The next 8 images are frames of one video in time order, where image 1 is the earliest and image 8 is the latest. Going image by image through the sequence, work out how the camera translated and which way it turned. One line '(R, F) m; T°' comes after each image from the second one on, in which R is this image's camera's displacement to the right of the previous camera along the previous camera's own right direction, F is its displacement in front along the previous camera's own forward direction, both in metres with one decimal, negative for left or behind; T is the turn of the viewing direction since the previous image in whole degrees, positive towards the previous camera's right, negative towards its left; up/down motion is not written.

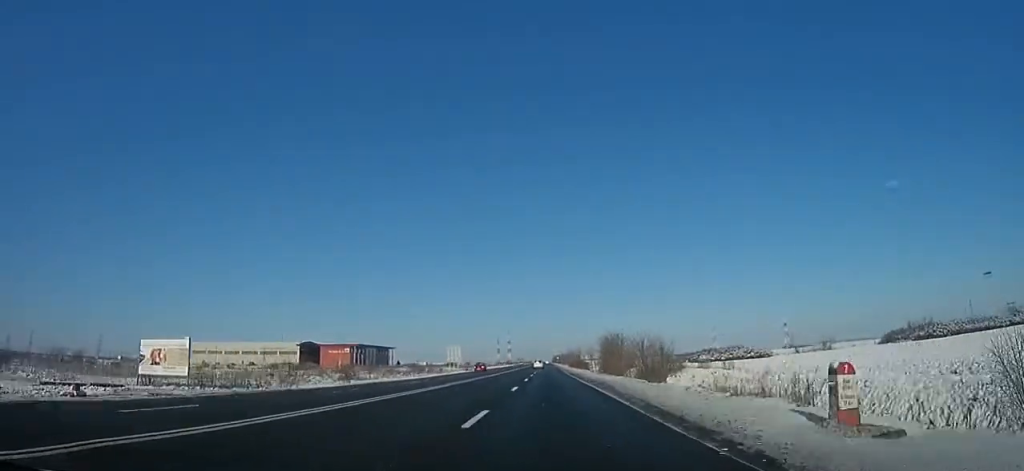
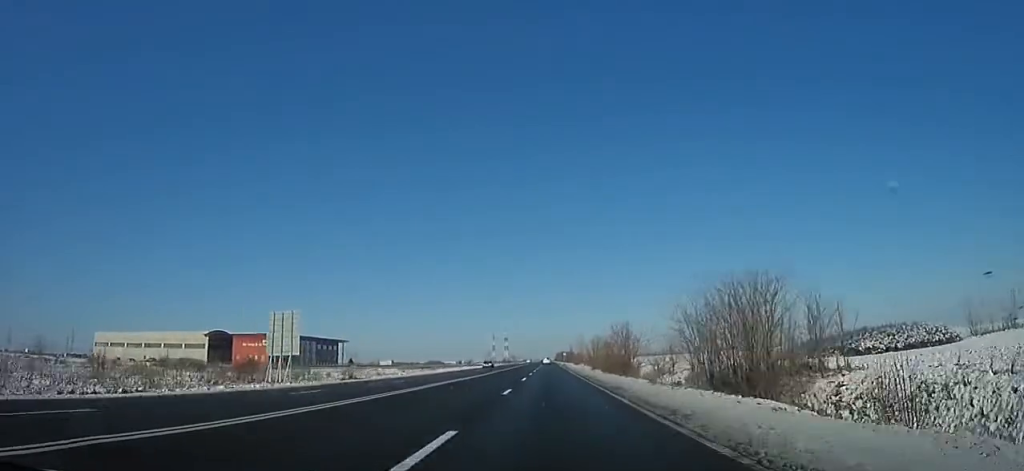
(+0.3, +64.7) m; 0°
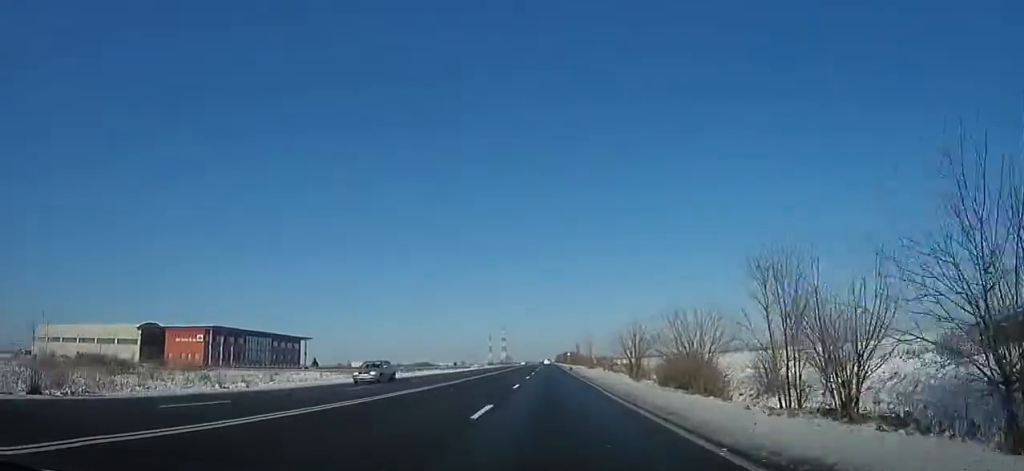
(0.0, +31.1) m; 0°
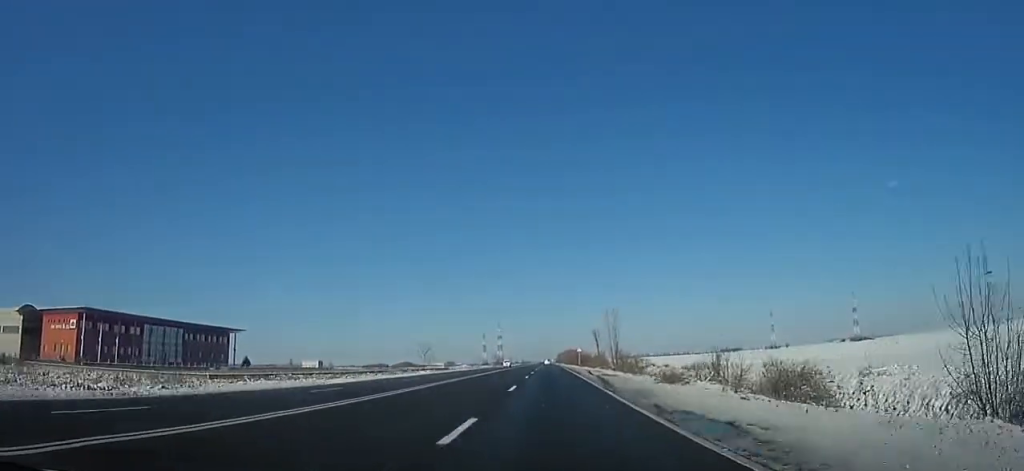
(-0.2, +40.1) m; 0°
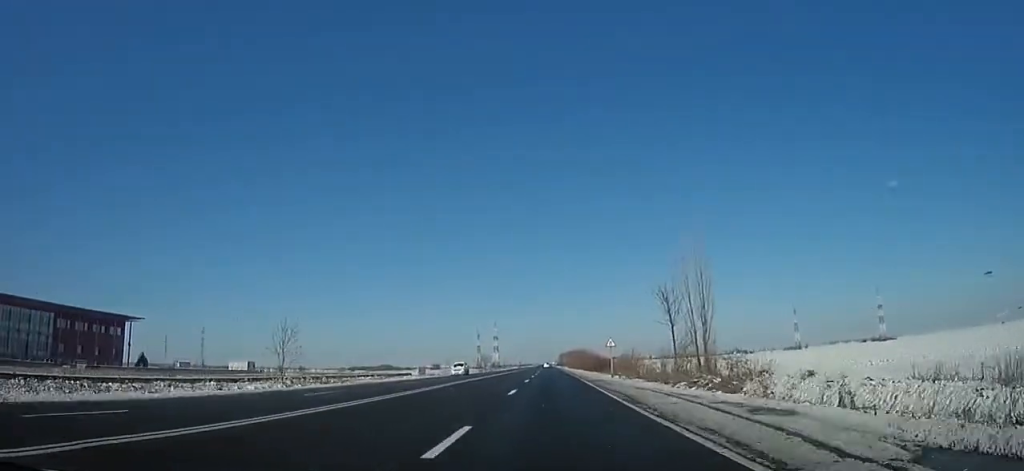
(0.0, +37.7) m; 0°
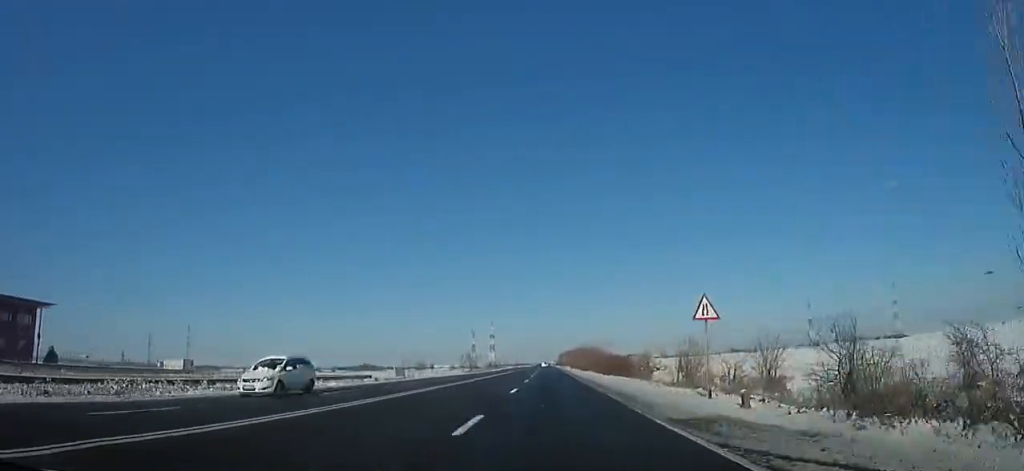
(0.0, +22.4) m; +1°
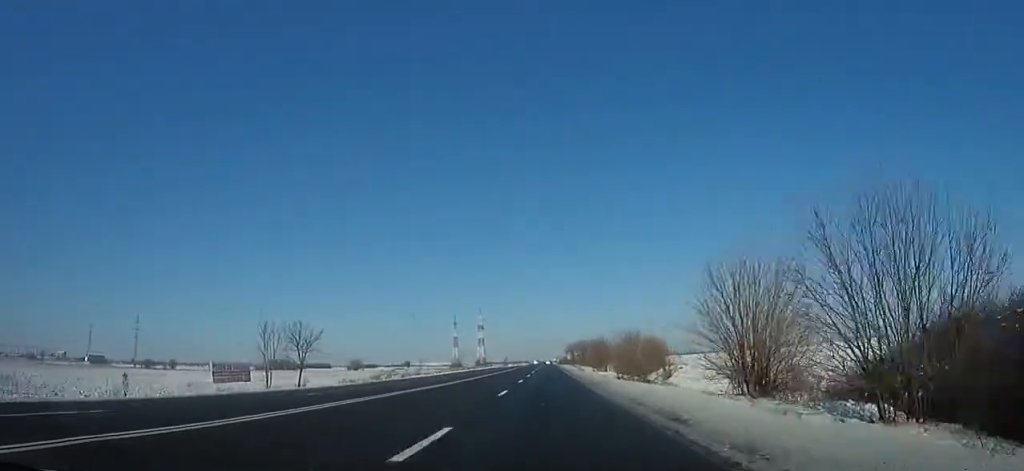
(+0.5, +75.7) m; 0°
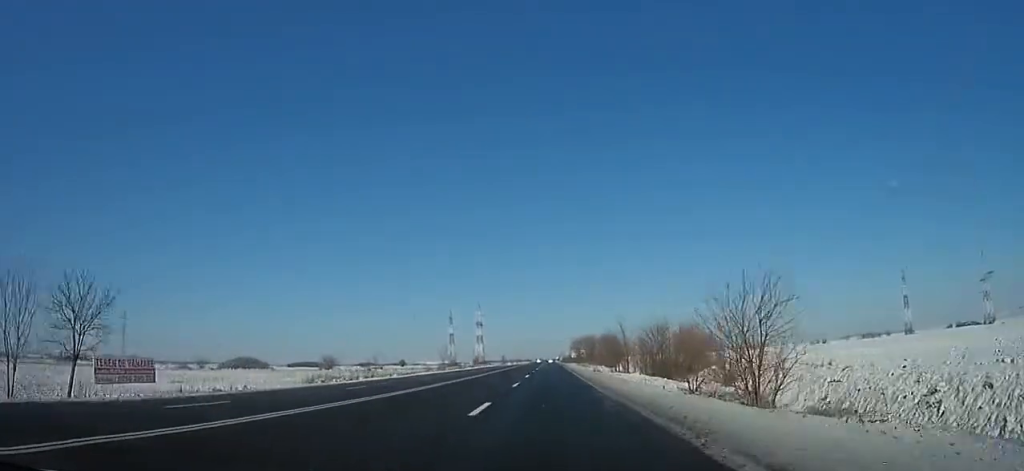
(-0.1, +19.4) m; 0°
